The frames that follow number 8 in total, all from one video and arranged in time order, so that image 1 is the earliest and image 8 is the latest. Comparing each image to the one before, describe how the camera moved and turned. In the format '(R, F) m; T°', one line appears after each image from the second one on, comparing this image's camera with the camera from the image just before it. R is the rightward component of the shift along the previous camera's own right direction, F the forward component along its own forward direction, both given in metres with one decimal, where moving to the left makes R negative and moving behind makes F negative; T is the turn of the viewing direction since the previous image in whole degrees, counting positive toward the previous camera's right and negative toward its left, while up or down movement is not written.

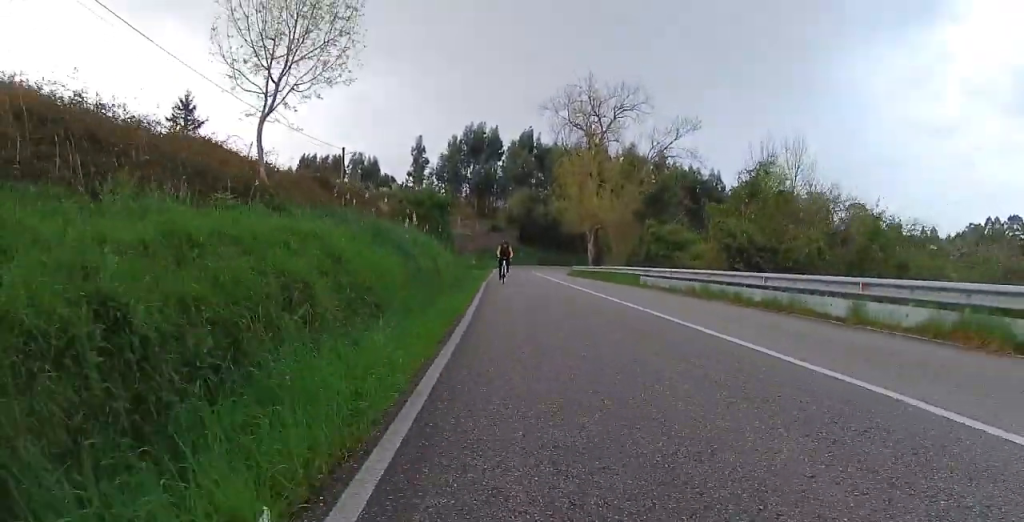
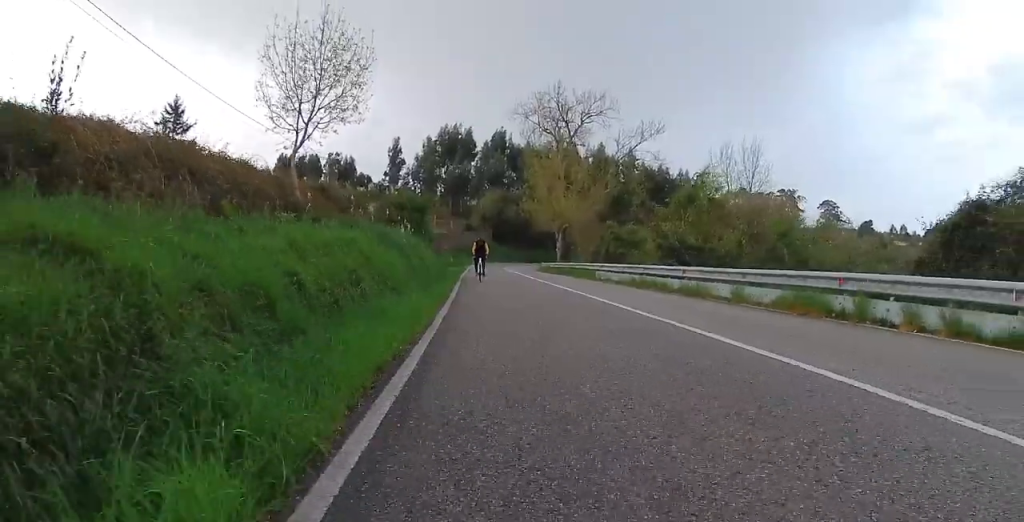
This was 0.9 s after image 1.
(+0.1, +4.0) m; +3°
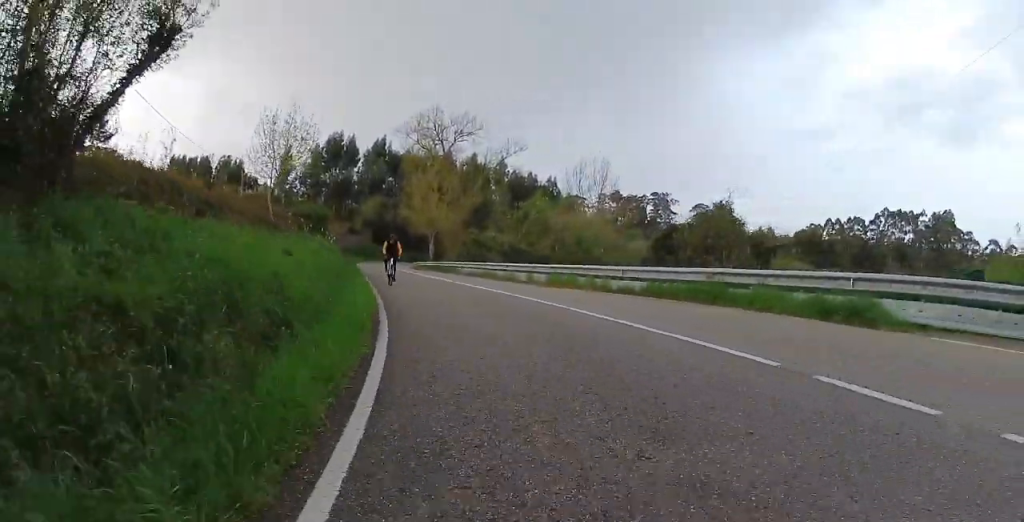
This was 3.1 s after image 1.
(+0.9, +9.7) m; +13°
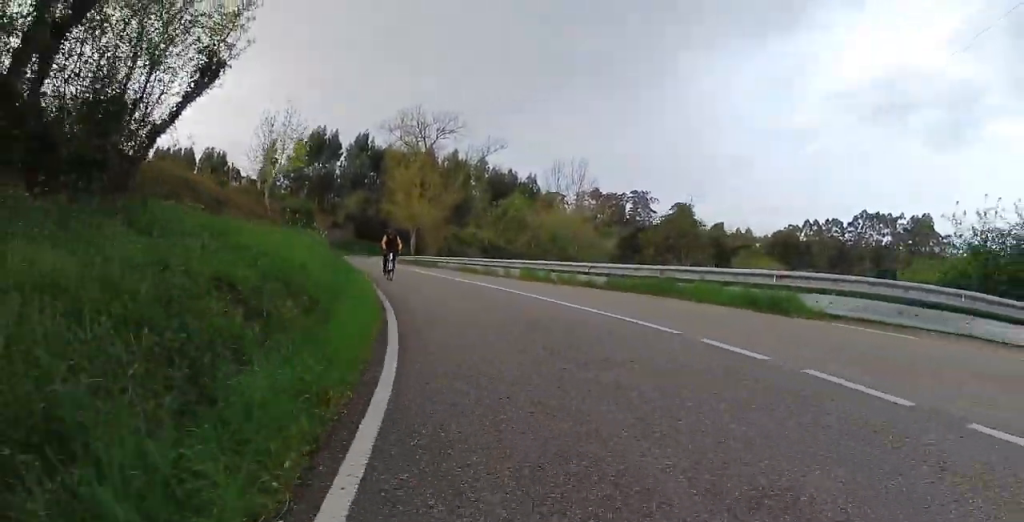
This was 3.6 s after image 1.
(+0.1, +2.0) m; +3°
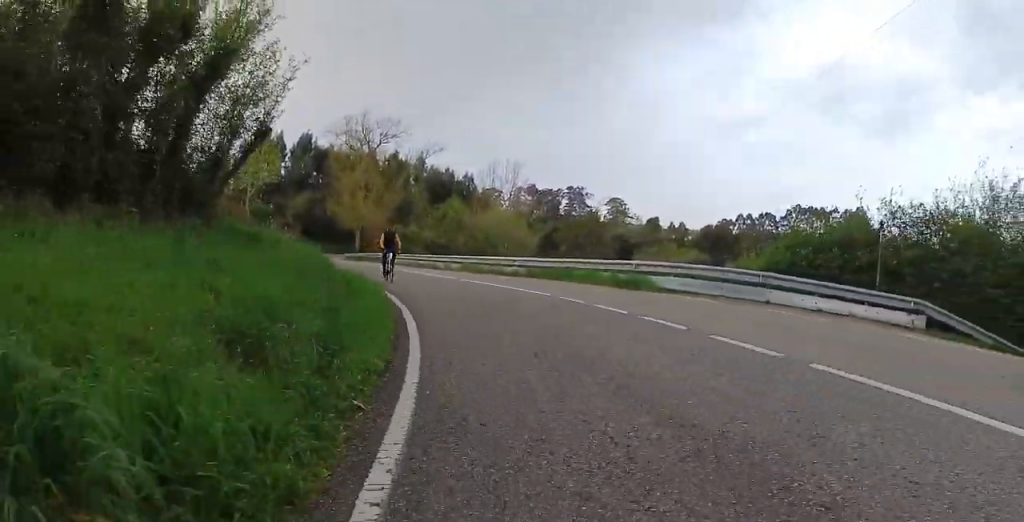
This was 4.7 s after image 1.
(0.0, +5.4) m; +2°
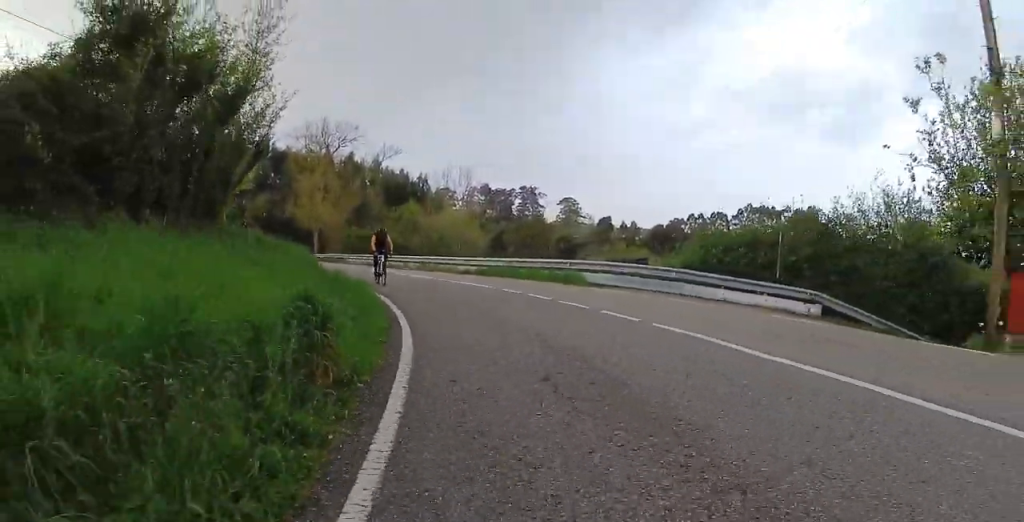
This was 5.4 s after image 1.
(-0.1, +2.9) m; +7°
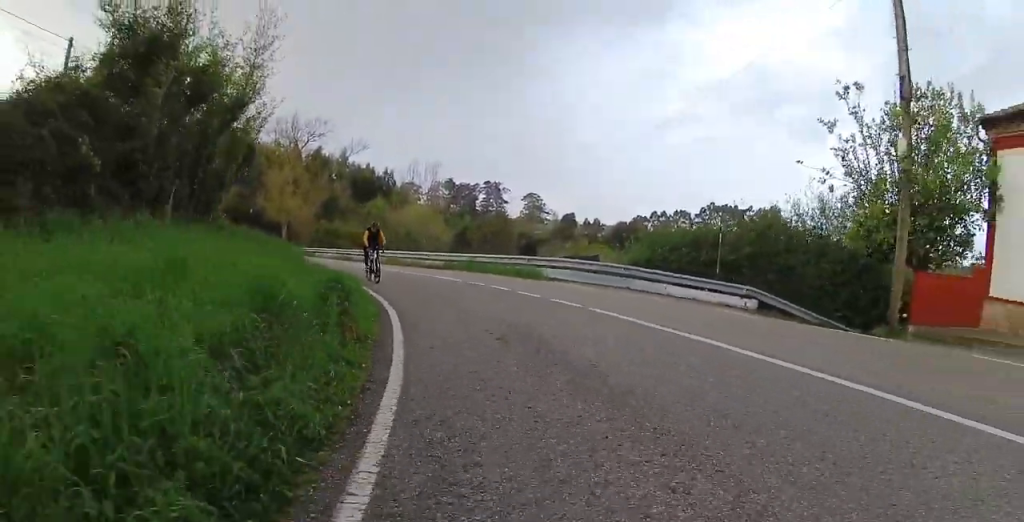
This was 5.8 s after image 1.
(0.0, +1.8) m; +4°
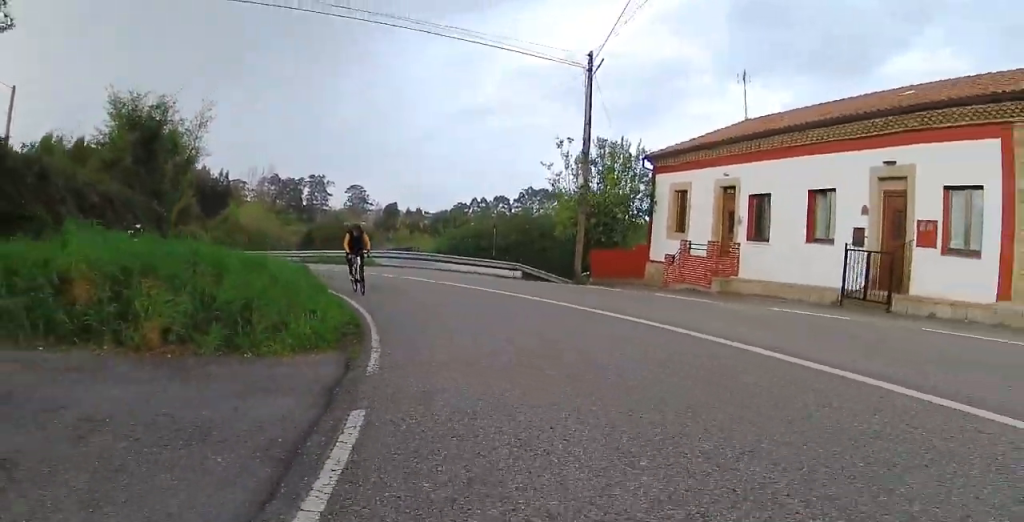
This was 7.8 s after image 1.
(+1.4, +9.3) m; +10°
